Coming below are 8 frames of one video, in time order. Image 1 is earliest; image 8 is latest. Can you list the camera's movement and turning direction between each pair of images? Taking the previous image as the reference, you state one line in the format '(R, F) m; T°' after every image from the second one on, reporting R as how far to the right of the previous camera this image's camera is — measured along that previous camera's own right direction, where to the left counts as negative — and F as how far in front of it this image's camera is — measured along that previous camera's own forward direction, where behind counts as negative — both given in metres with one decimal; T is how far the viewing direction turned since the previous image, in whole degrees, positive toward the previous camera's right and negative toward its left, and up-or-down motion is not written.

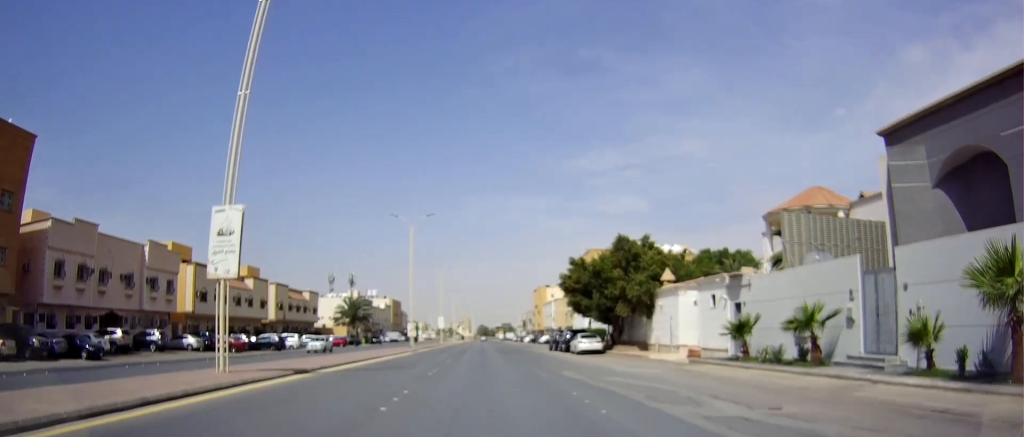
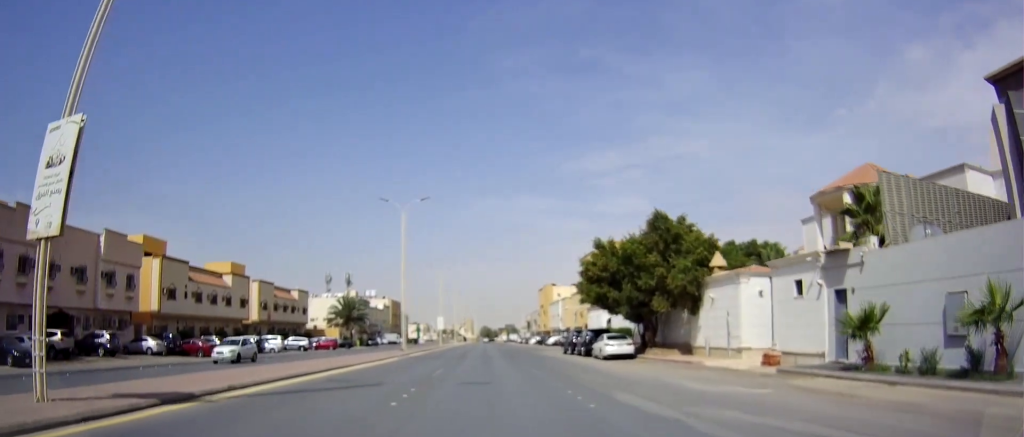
(-0.3, +8.1) m; +1°
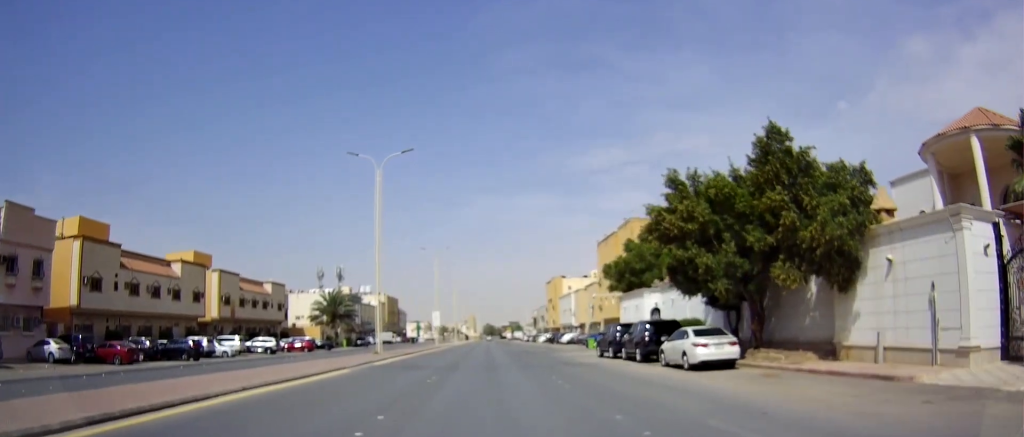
(+0.2, +13.8) m; -2°
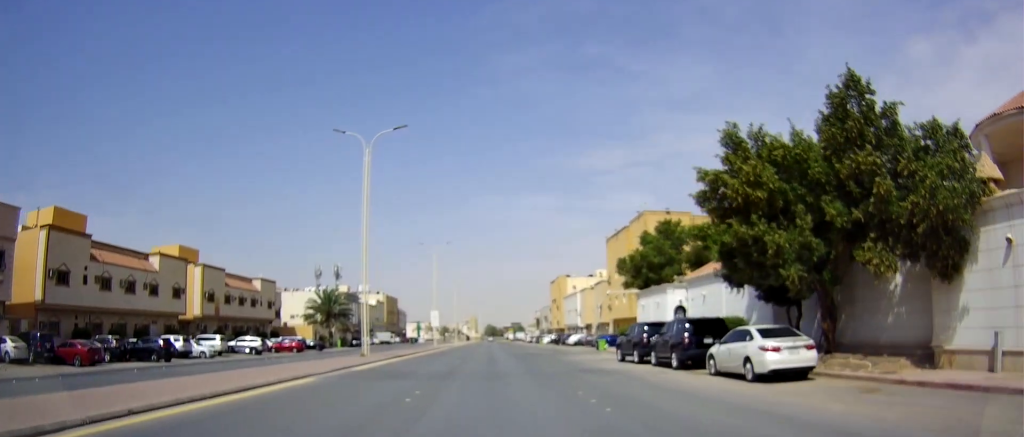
(-0.3, +5.0) m; -1°
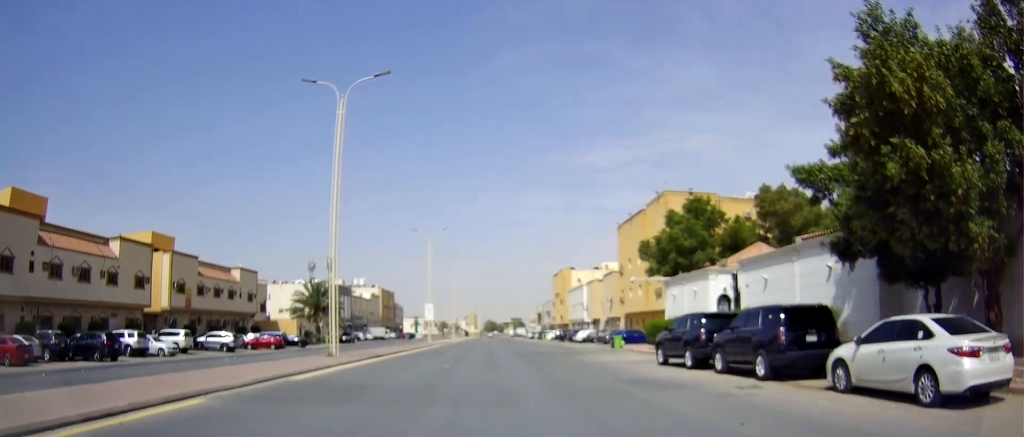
(0.0, +7.2) m; +1°
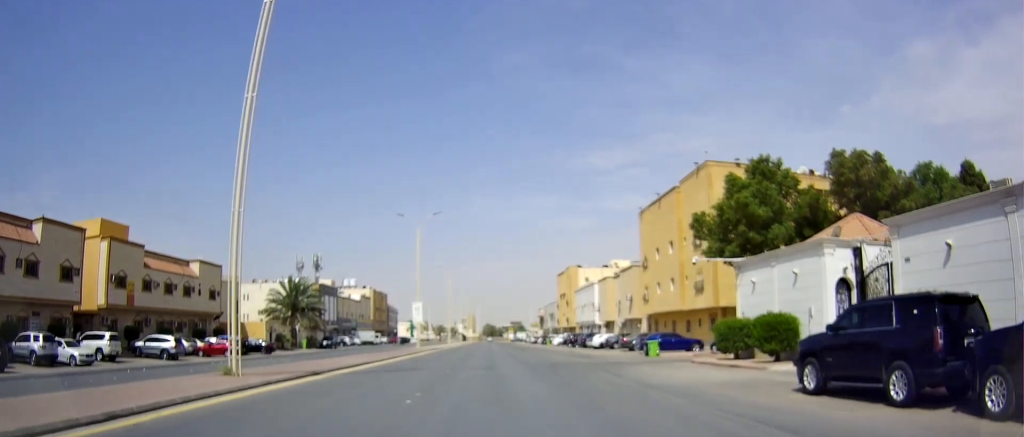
(+0.3, +11.1) m; 0°
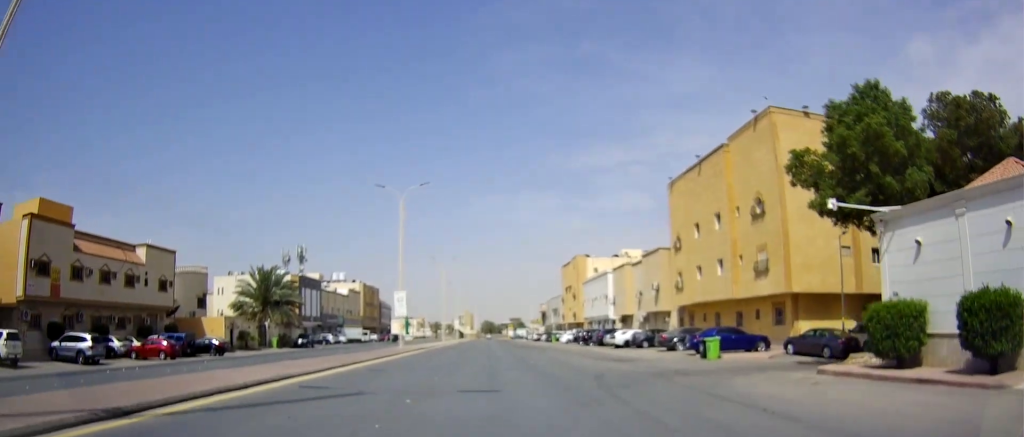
(-0.4, +11.1) m; +1°
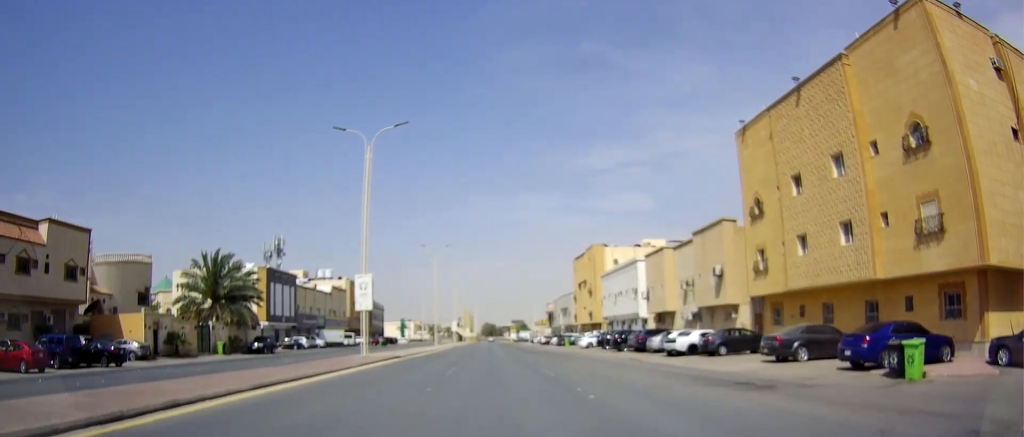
(+0.8, +15.4) m; +1°
